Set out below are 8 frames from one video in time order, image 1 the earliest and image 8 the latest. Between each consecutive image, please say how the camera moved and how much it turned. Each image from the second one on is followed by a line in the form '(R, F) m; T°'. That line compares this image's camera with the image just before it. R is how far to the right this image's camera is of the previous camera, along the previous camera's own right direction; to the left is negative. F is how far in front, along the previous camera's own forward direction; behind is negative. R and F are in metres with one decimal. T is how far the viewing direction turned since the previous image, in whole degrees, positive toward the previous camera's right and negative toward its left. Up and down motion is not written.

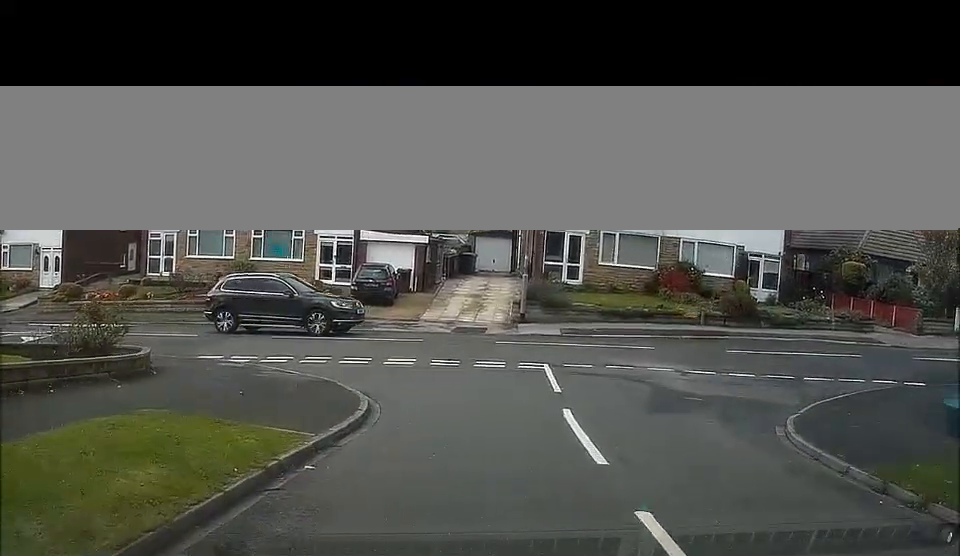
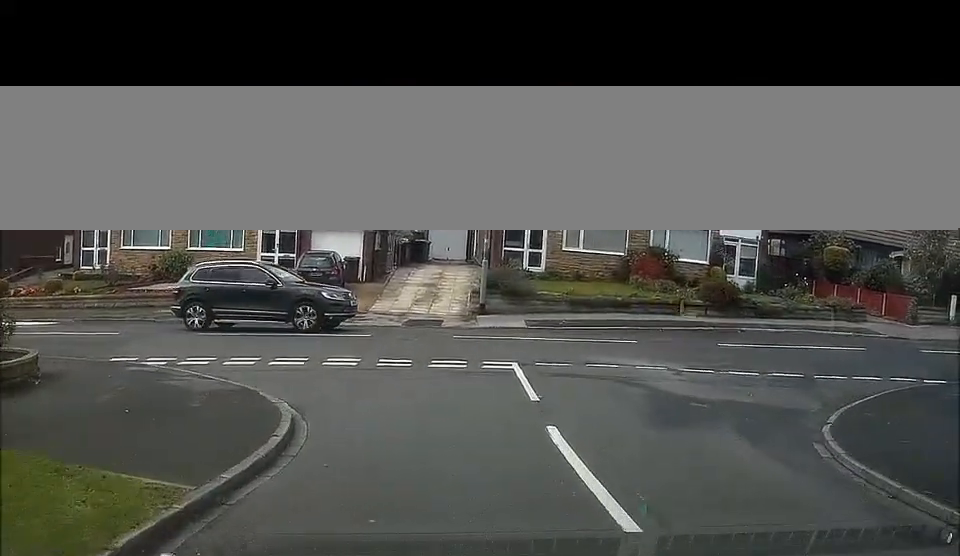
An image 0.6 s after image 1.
(+0.2, +2.9) m; +5°
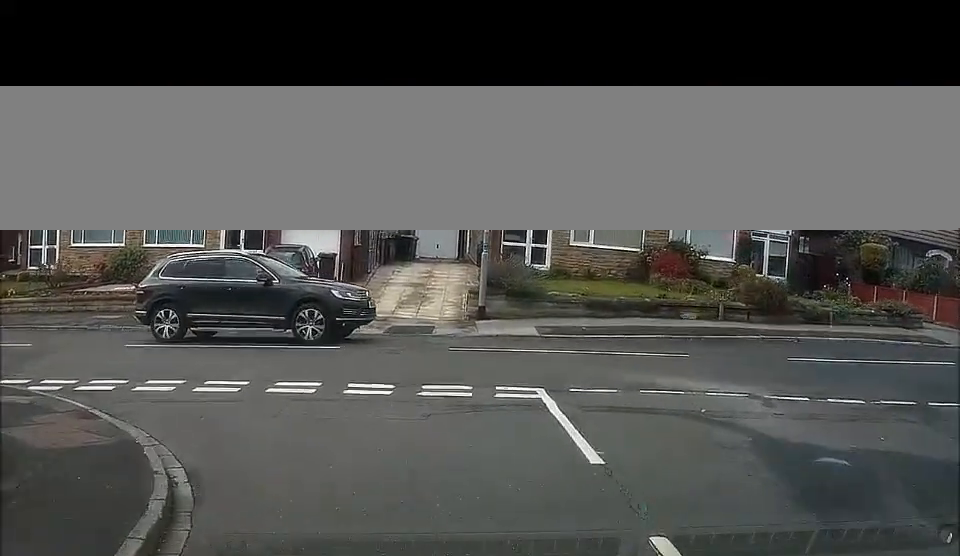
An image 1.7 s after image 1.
(+0.3, +5.5) m; +6°
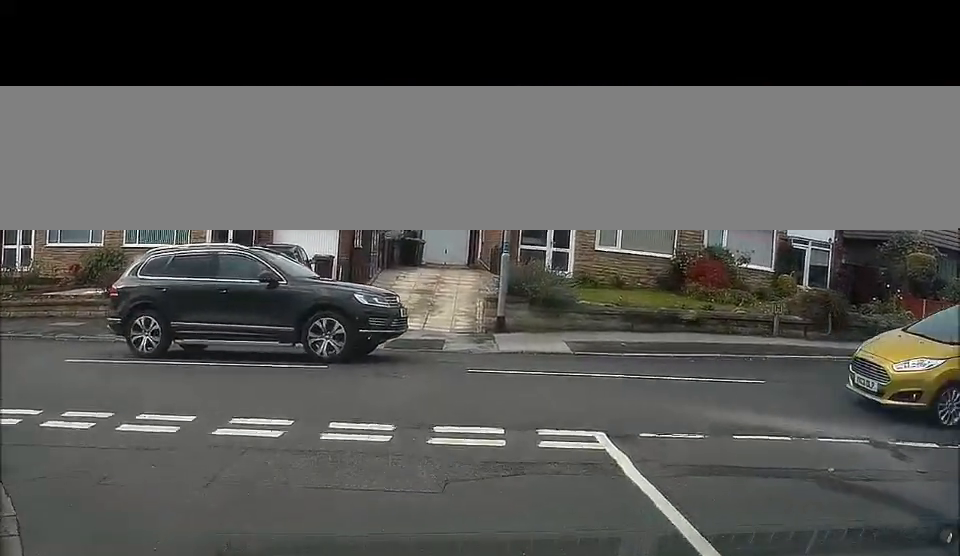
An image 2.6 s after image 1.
(+0.2, +4.1) m; -2°
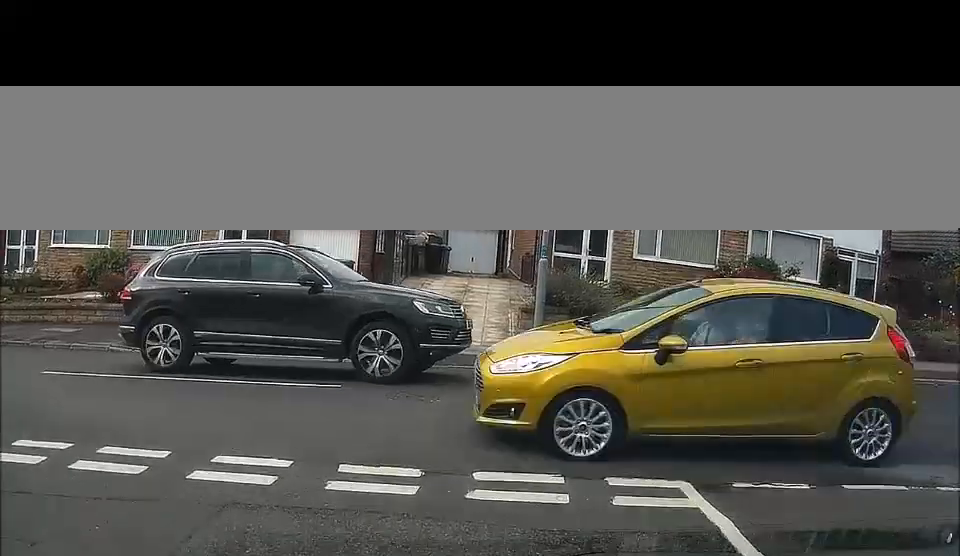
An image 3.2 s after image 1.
(0.0, +2.4) m; -6°
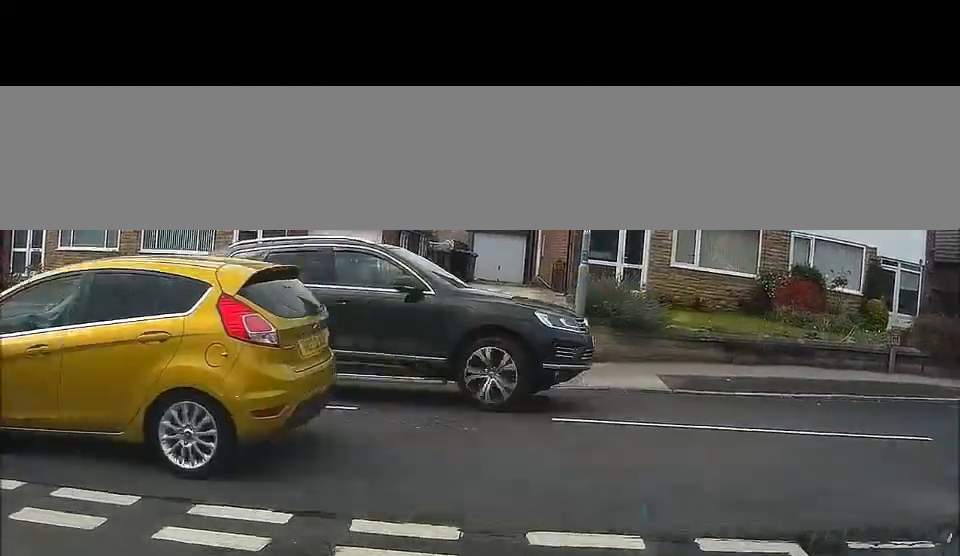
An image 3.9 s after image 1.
(-0.3, +1.7) m; -12°
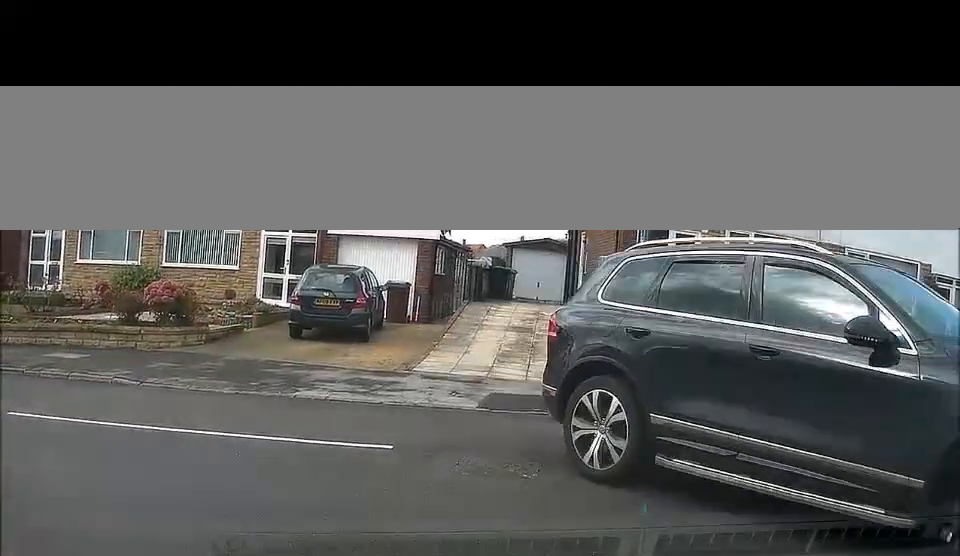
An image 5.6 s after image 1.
(-0.5, +2.2) m; -6°
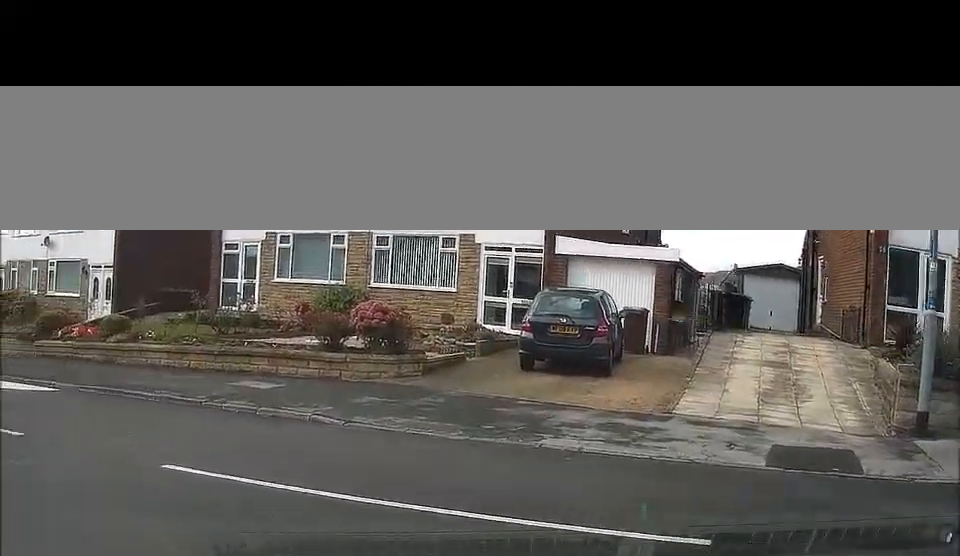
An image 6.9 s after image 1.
(-0.3, +1.1) m; -11°
